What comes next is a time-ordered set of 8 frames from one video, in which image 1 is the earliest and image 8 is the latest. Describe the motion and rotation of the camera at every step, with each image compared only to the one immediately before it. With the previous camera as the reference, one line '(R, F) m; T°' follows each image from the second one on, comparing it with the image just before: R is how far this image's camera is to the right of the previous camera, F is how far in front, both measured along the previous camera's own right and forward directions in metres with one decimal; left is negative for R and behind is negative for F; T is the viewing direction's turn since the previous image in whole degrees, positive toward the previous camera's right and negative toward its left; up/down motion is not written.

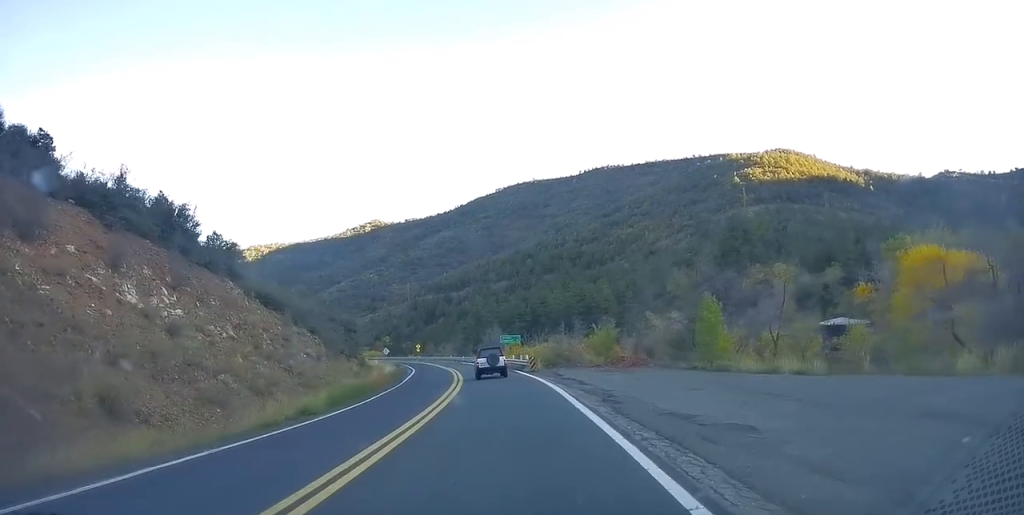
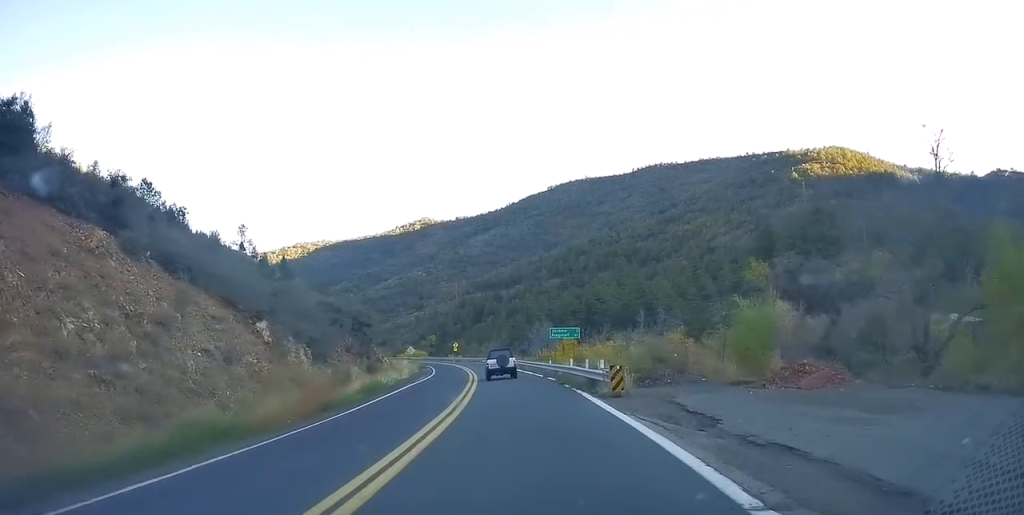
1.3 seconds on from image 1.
(-0.8, +19.8) m; -6°
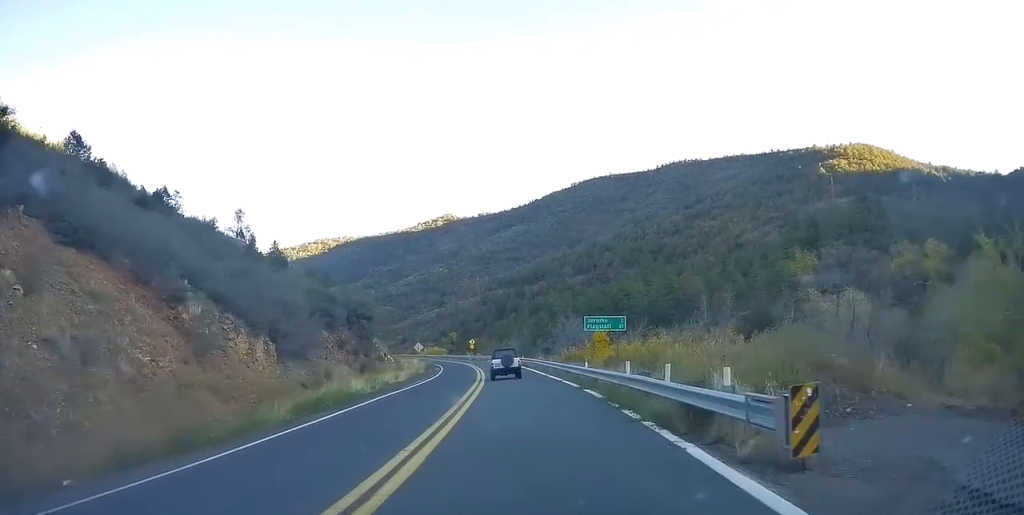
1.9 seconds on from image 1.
(-0.3, +10.7) m; -3°
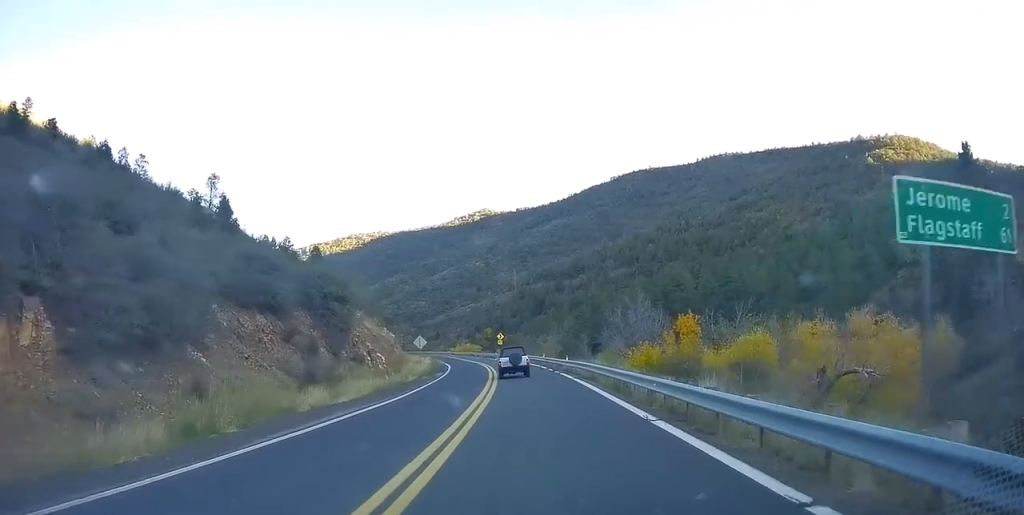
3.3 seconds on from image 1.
(-1.3, +21.8) m; -4°
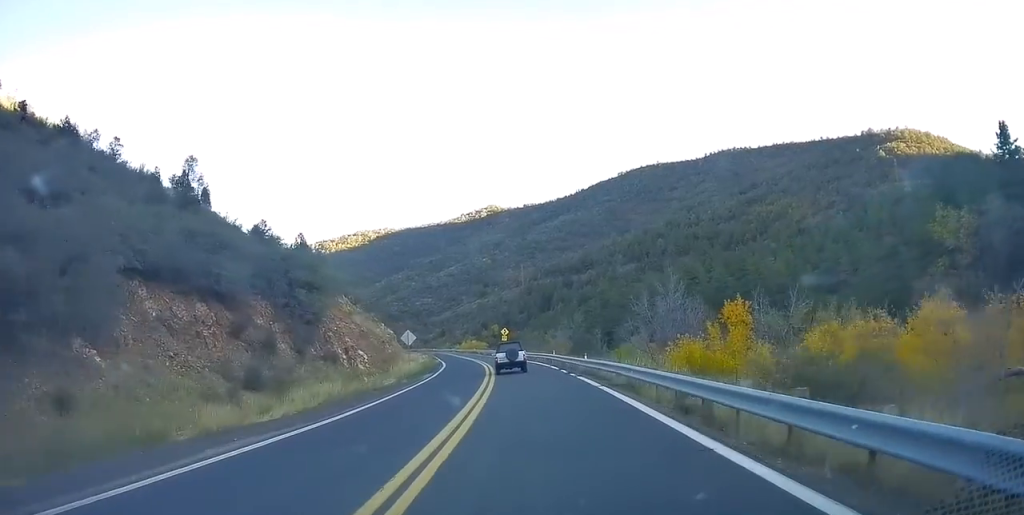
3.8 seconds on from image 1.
(-0.1, +8.3) m; -1°
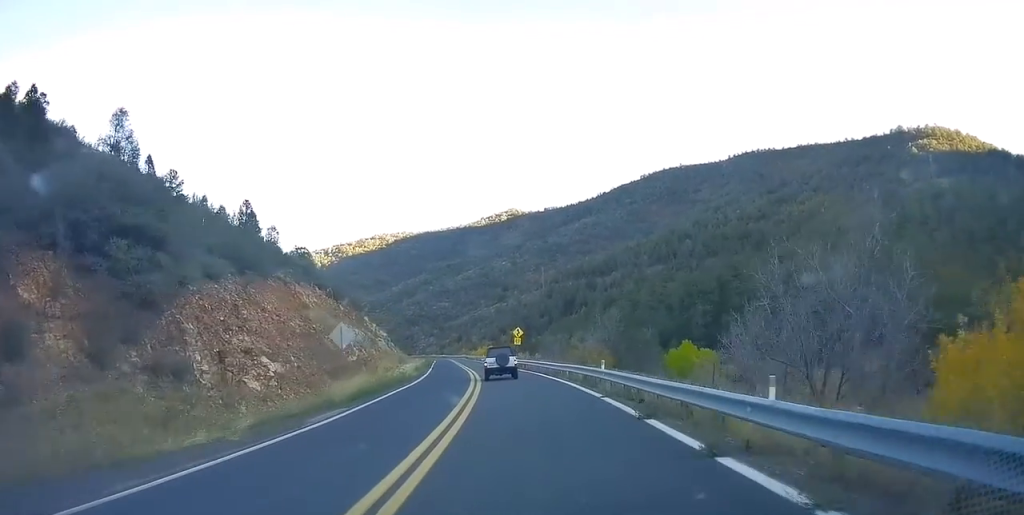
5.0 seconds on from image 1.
(-0.2, +20.5) m; -2°
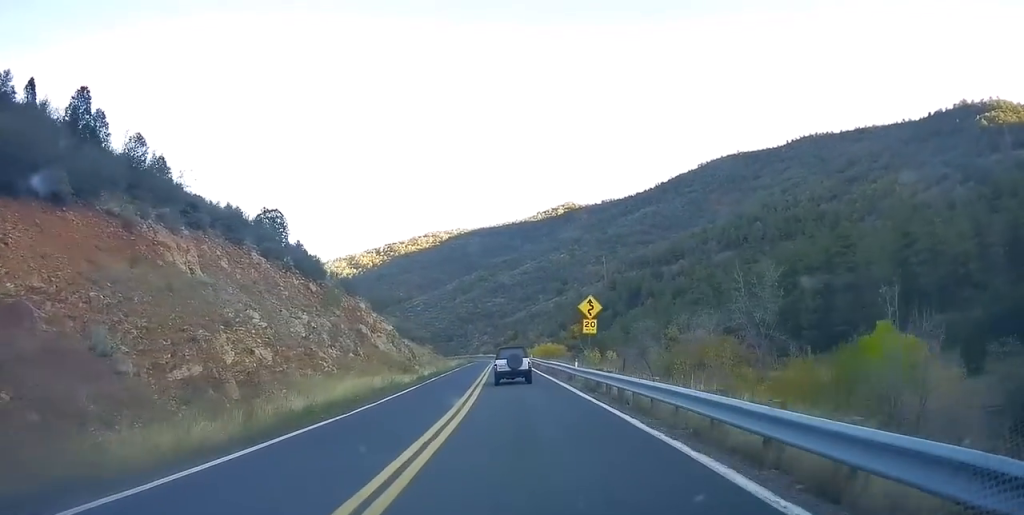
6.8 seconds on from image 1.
(-1.2, +31.1) m; -5°
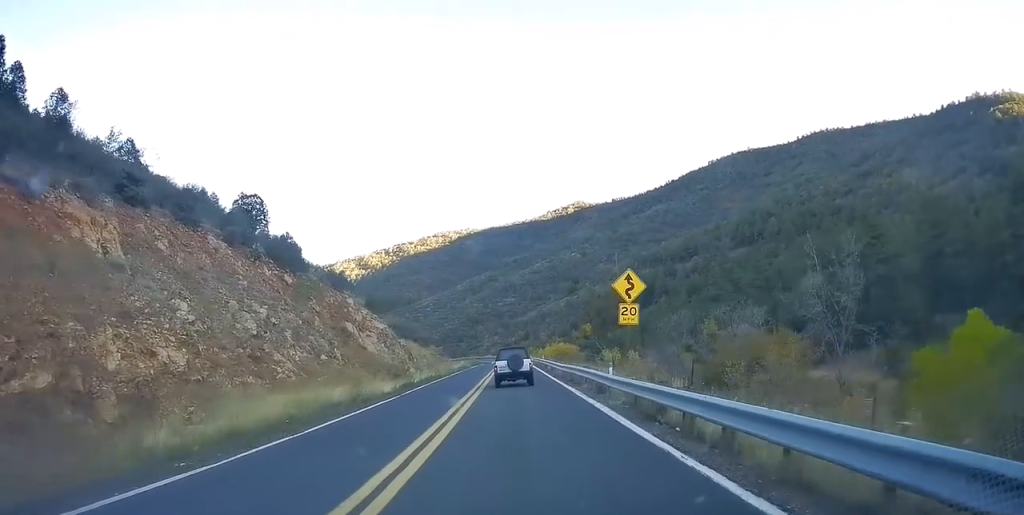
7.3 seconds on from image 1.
(-0.4, +8.2) m; 0°
